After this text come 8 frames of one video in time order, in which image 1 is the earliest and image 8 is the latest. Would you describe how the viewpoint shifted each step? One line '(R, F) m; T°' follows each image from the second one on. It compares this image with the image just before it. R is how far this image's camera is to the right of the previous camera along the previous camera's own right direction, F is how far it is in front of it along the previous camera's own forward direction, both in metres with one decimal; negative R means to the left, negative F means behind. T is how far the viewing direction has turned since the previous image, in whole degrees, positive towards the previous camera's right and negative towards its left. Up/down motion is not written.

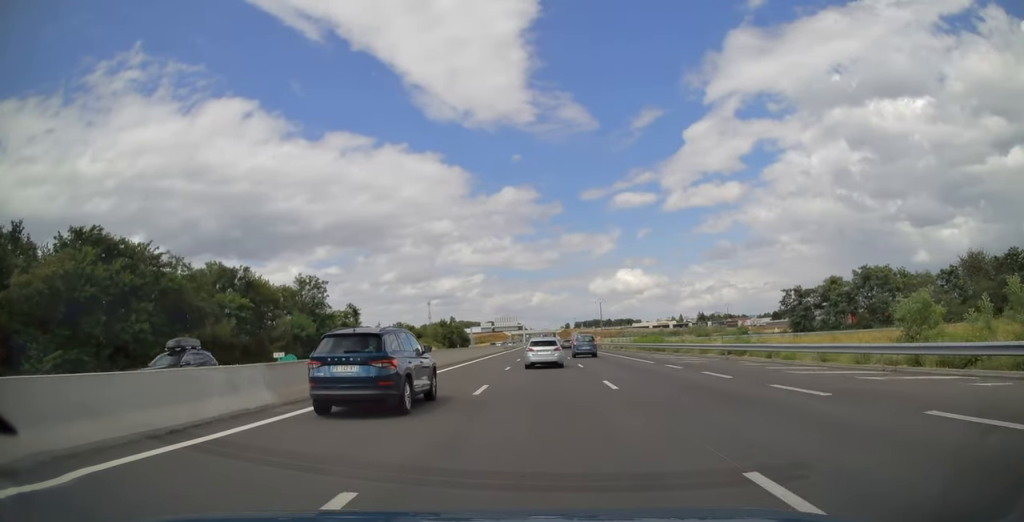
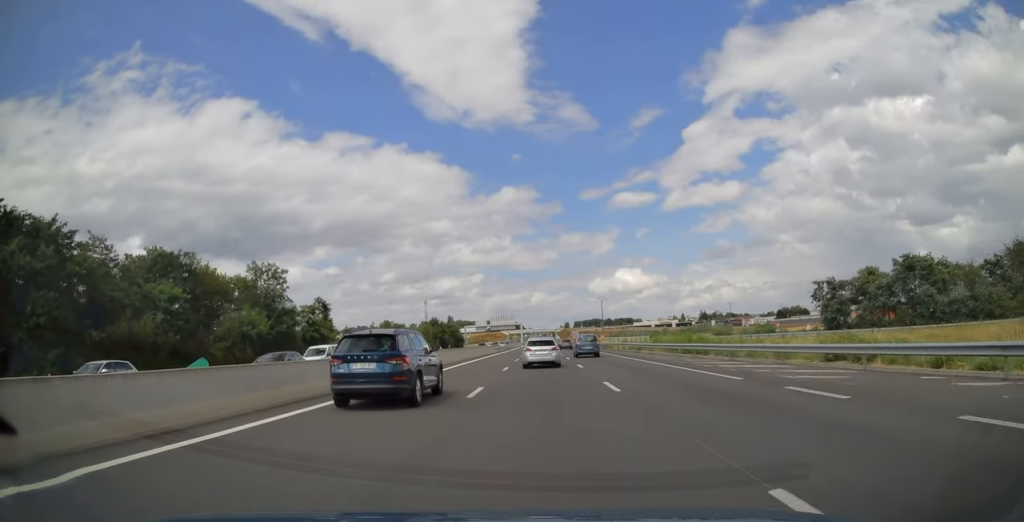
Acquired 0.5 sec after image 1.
(-0.1, +13.8) m; 0°
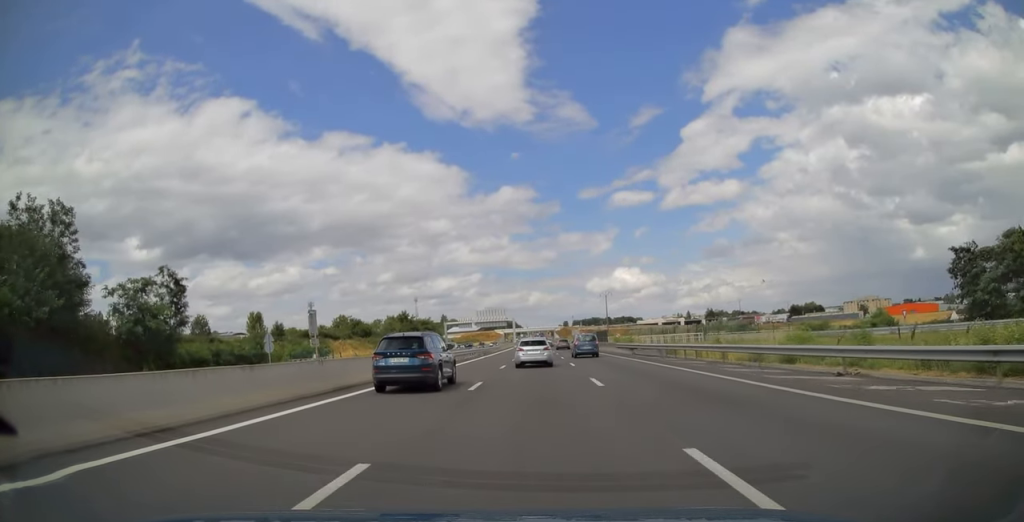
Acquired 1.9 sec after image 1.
(+0.2, +37.0) m; 0°
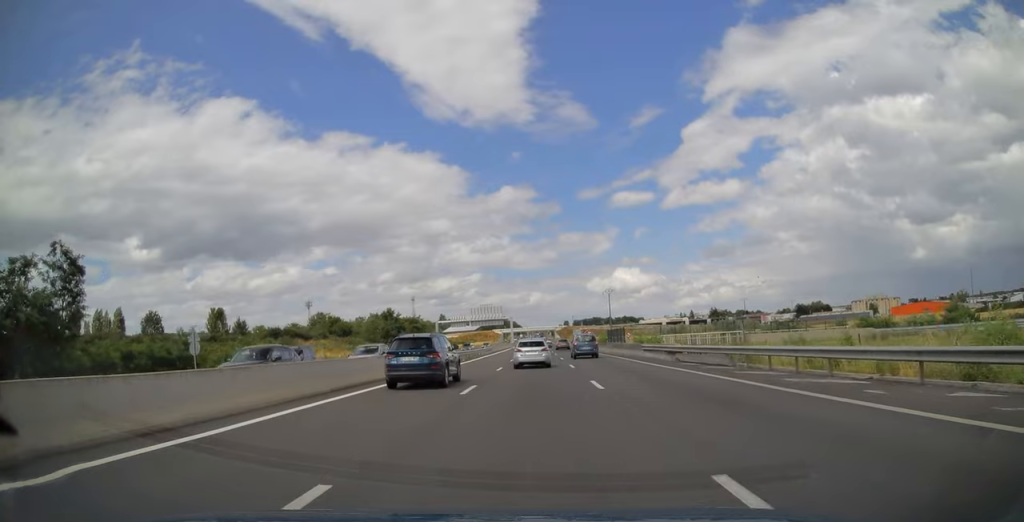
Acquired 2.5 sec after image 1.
(0.0, +14.0) m; 0°
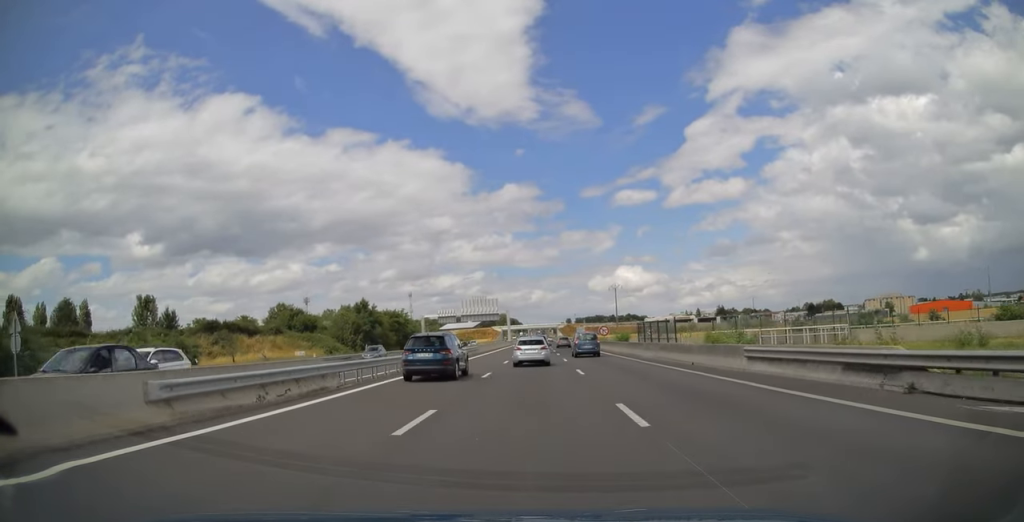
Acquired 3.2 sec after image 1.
(0.0, +19.8) m; 0°
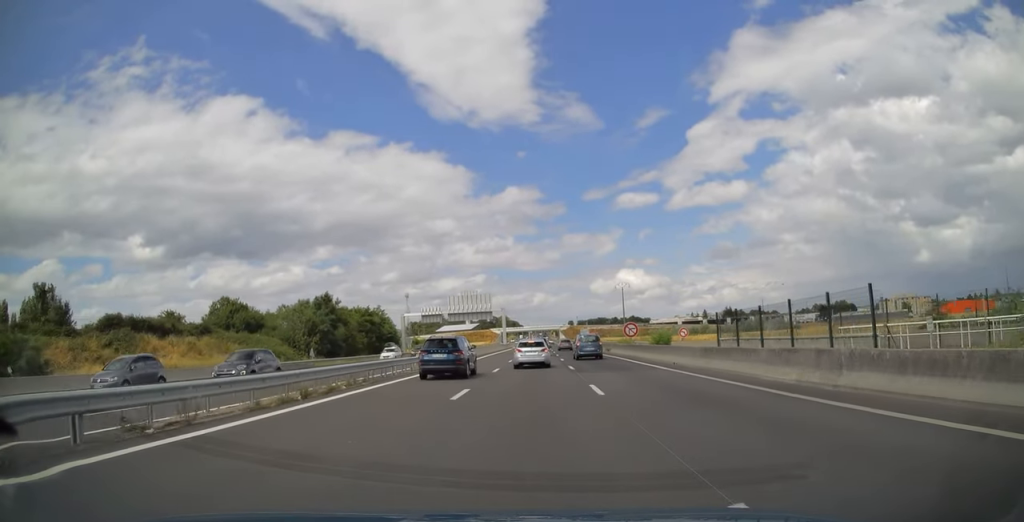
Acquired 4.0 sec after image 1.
(0.0, +20.4) m; 0°
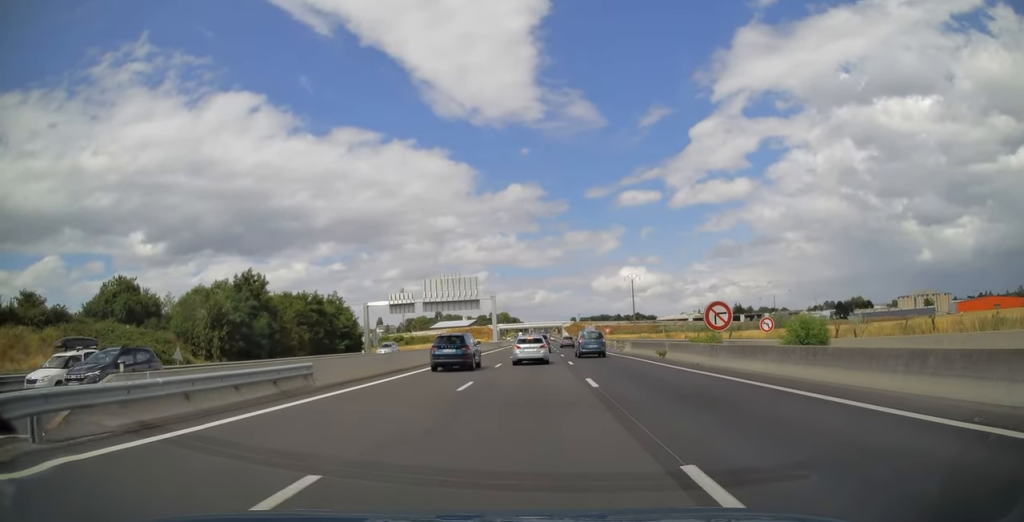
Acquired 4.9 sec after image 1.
(-0.1, +24.8) m; 0°
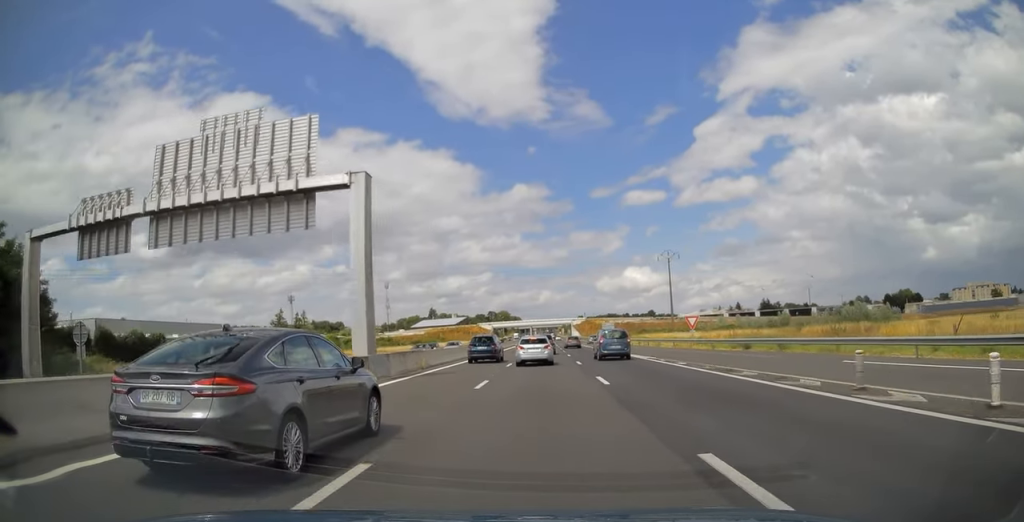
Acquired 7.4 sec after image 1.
(-0.1, +64.9) m; 0°
